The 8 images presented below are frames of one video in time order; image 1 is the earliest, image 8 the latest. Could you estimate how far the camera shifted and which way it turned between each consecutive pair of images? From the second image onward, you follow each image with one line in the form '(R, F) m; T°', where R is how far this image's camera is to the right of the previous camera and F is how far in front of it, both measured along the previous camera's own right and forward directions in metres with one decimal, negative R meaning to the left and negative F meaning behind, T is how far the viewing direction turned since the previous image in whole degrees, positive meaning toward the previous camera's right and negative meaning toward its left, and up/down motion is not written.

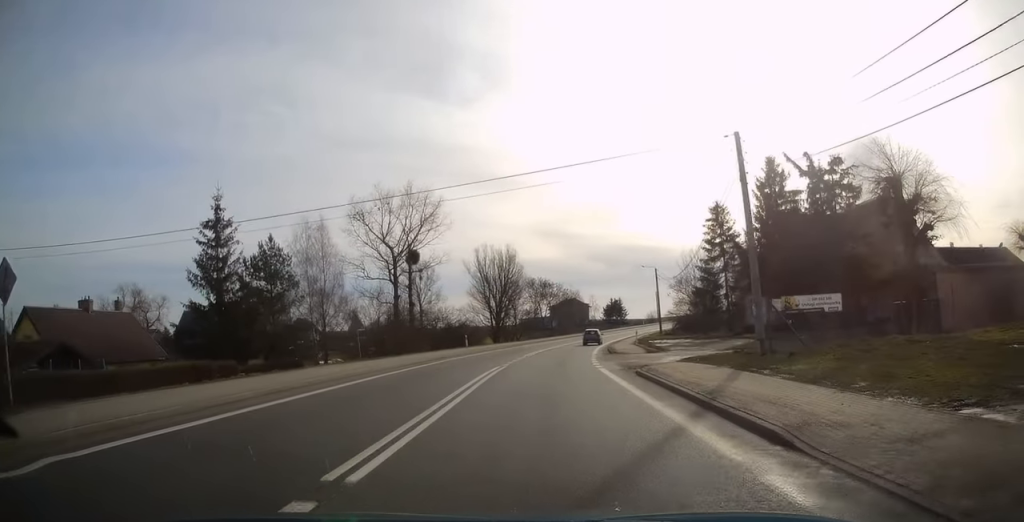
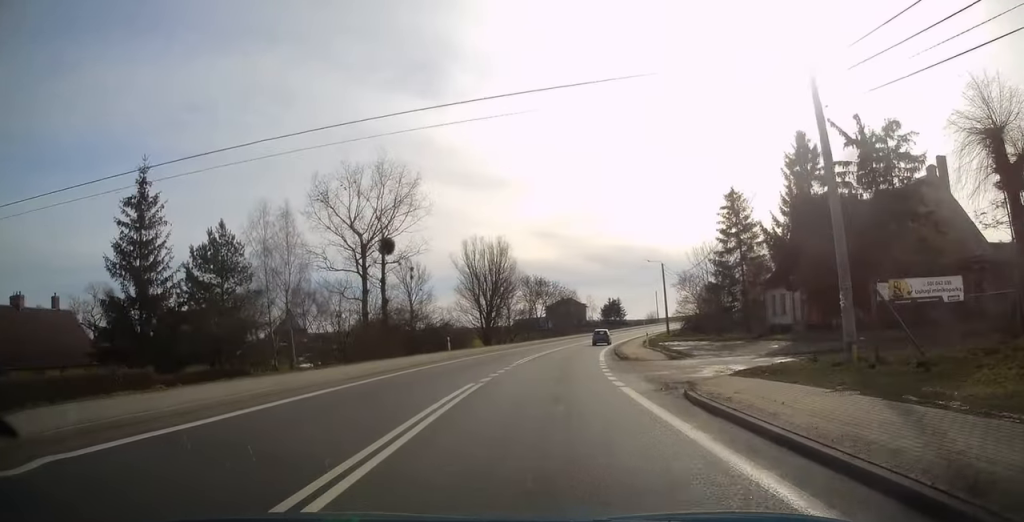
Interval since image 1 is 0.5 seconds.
(0.0, +7.0) m; 0°
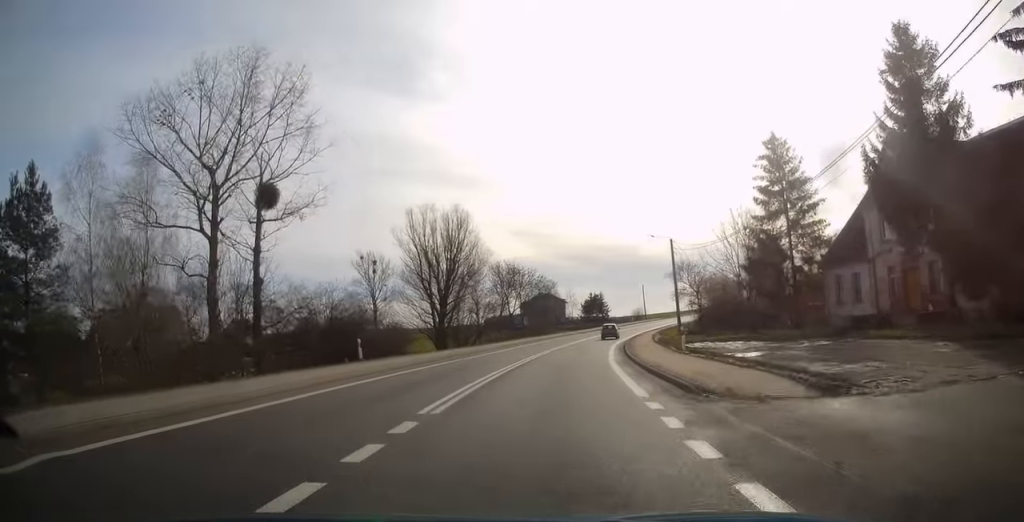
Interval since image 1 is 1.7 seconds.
(0.0, +16.3) m; +1°
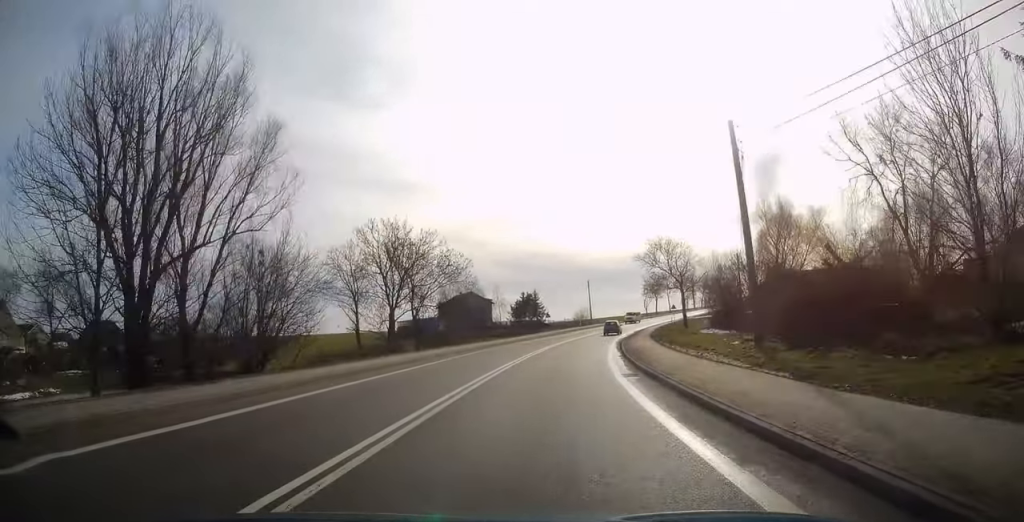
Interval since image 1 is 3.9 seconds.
(+1.6, +32.0) m; +6°
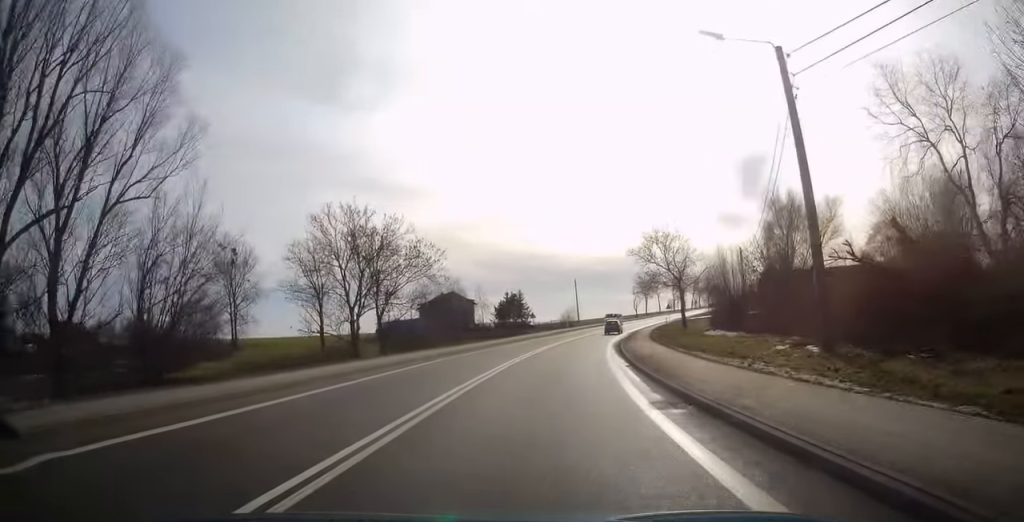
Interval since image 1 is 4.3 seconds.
(0.0, +6.5) m; +1°
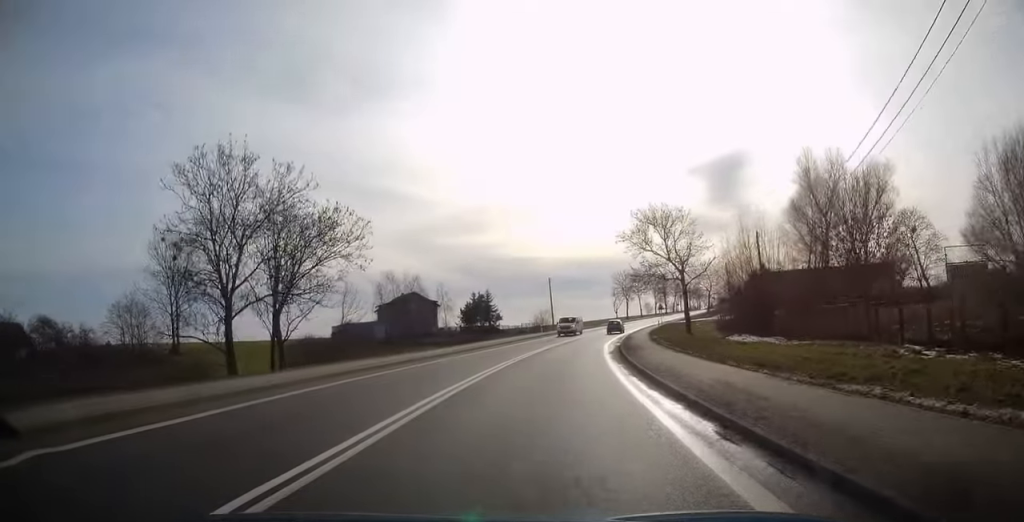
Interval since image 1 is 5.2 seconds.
(+0.4, +13.2) m; +3°
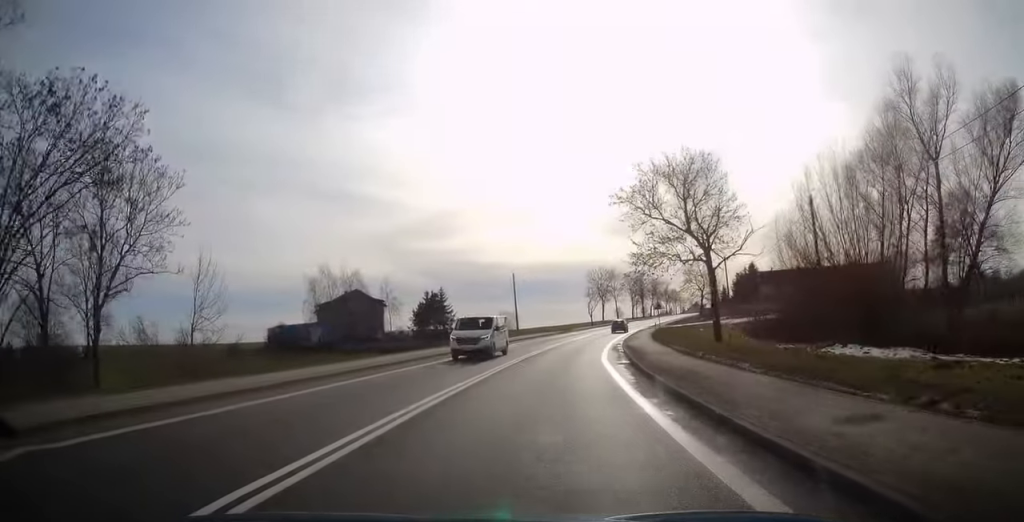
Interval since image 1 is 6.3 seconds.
(+0.5, +17.2) m; +4°
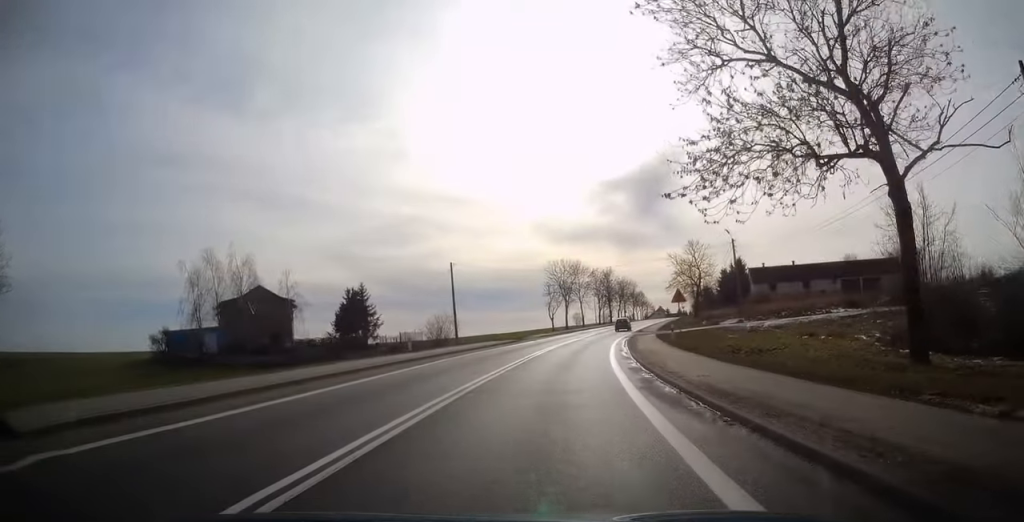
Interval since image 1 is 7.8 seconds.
(+0.8, +22.5) m; +4°
